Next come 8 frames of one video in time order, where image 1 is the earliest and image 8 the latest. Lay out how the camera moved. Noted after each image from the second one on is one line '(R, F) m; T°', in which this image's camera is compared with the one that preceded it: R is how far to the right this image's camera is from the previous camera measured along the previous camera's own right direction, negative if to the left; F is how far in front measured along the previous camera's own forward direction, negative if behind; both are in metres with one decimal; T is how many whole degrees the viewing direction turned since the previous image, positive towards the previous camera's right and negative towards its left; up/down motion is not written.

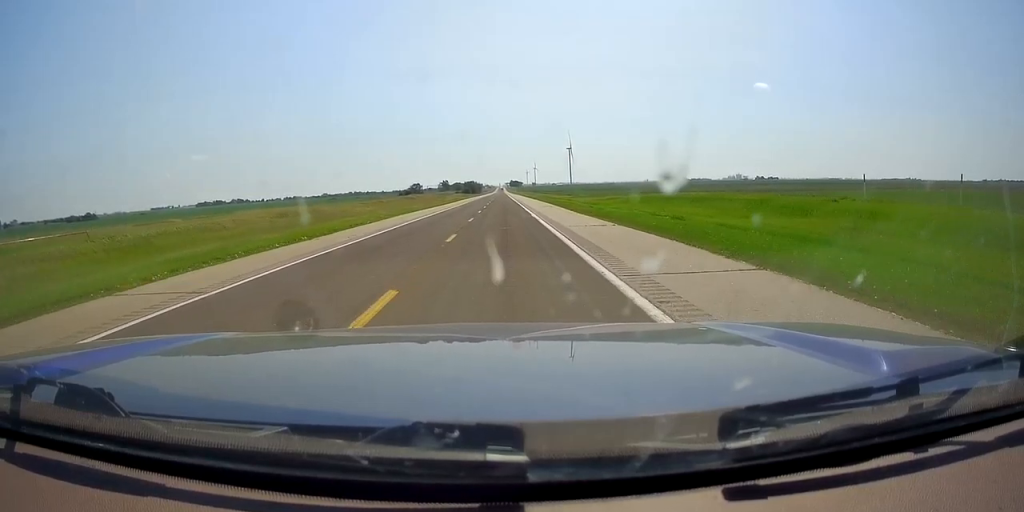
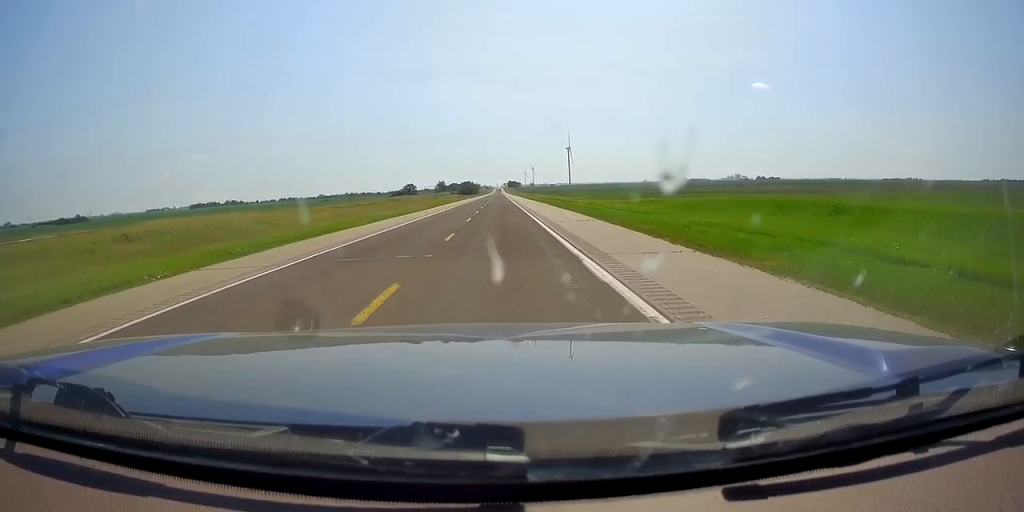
(-0.4, +23.8) m; 0°
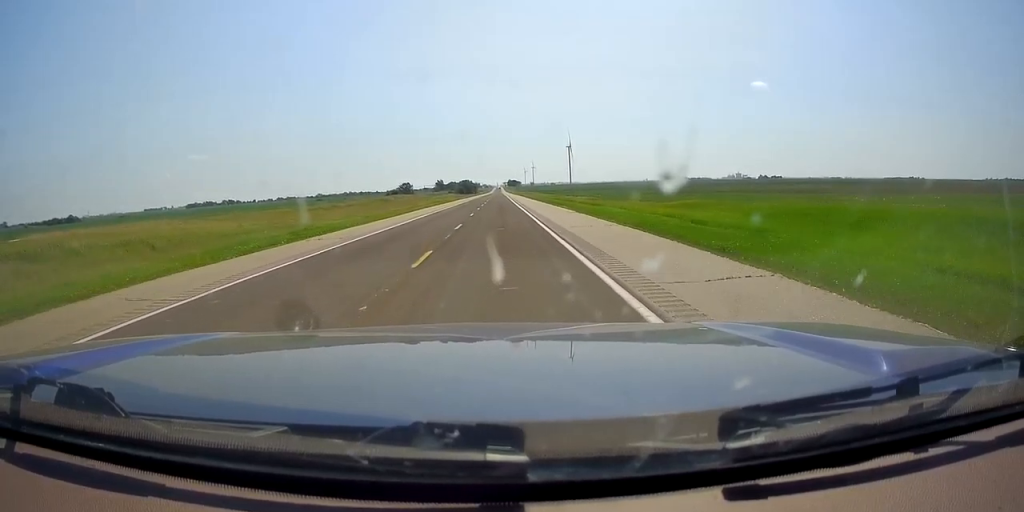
(+0.2, +19.1) m; 0°
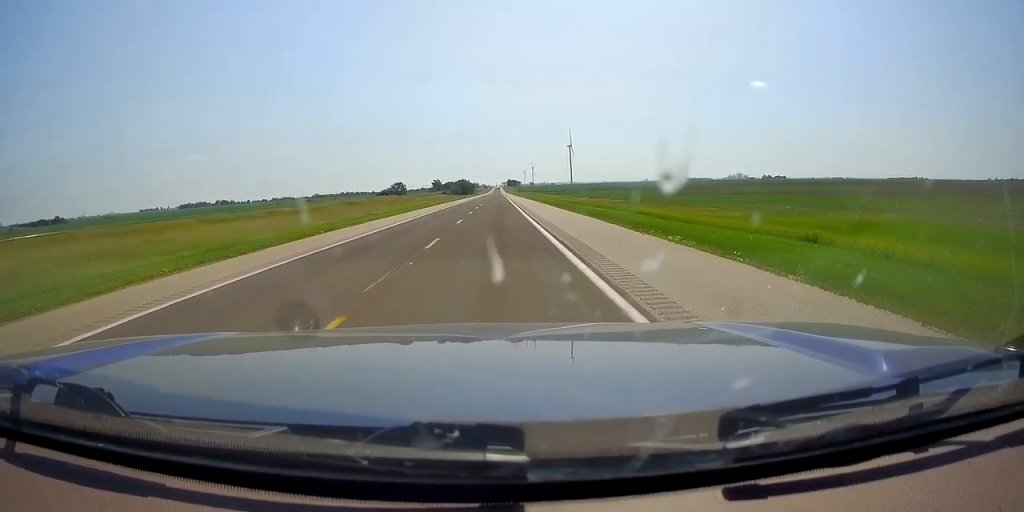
(+0.3, +32.5) m; +1°
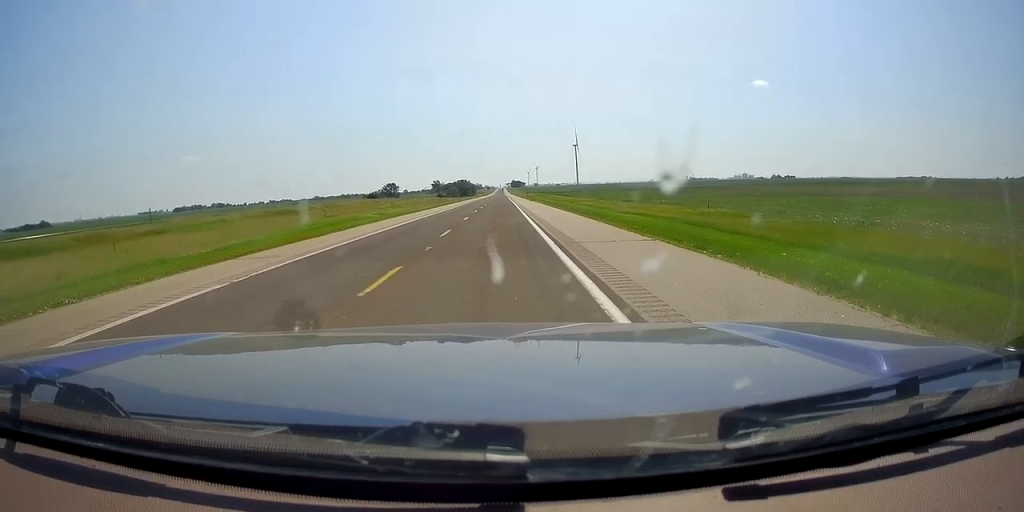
(0.0, +43.4) m; 0°
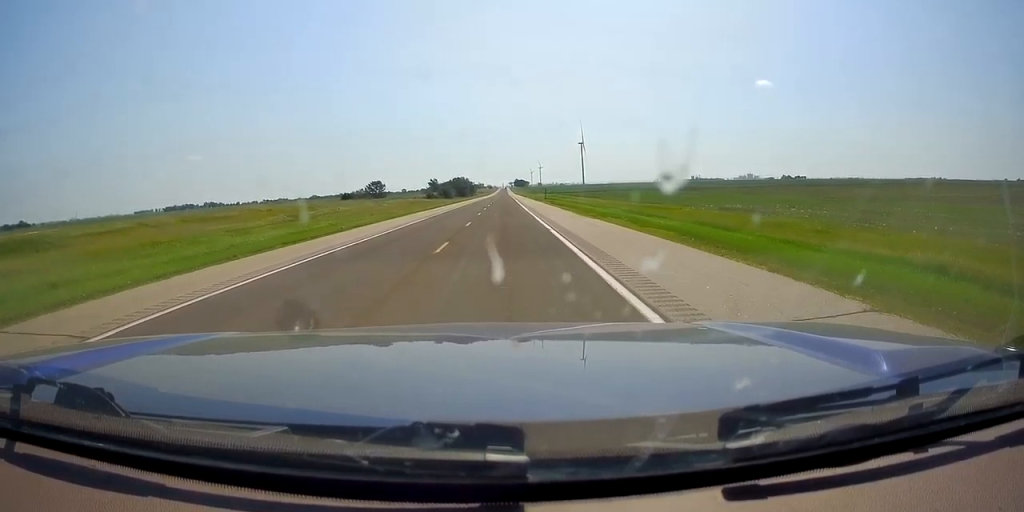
(0.0, +54.8) m; -1°
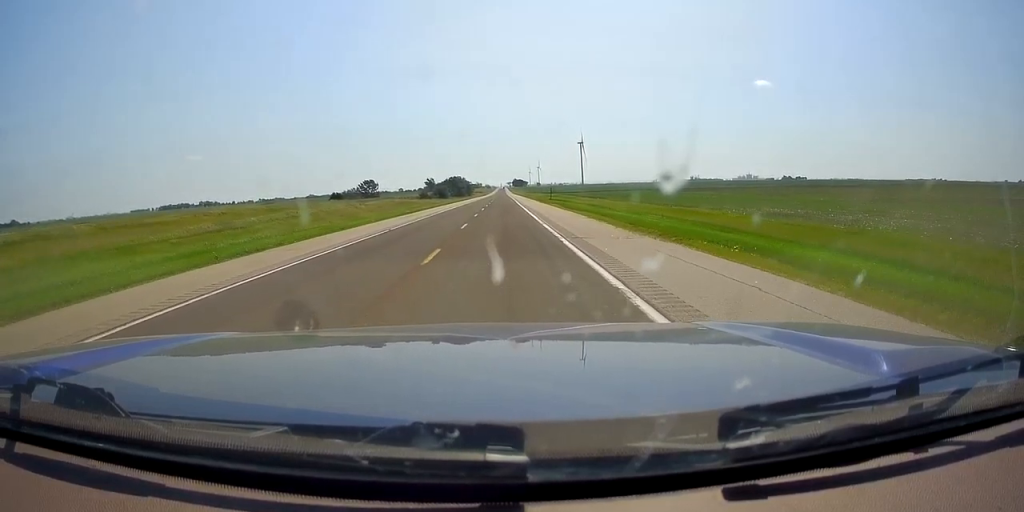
(0.0, +14.5) m; 0°
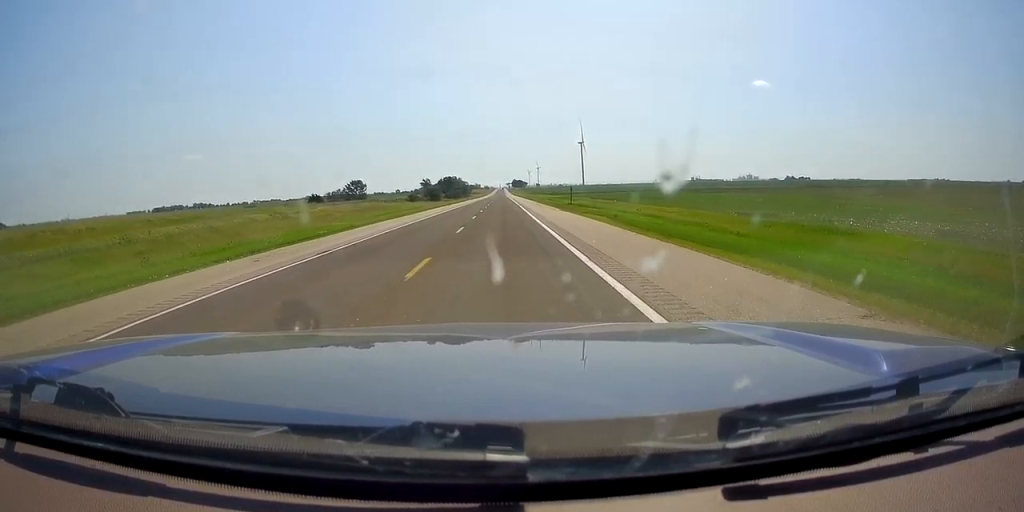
(-0.4, +26.4) m; 0°
